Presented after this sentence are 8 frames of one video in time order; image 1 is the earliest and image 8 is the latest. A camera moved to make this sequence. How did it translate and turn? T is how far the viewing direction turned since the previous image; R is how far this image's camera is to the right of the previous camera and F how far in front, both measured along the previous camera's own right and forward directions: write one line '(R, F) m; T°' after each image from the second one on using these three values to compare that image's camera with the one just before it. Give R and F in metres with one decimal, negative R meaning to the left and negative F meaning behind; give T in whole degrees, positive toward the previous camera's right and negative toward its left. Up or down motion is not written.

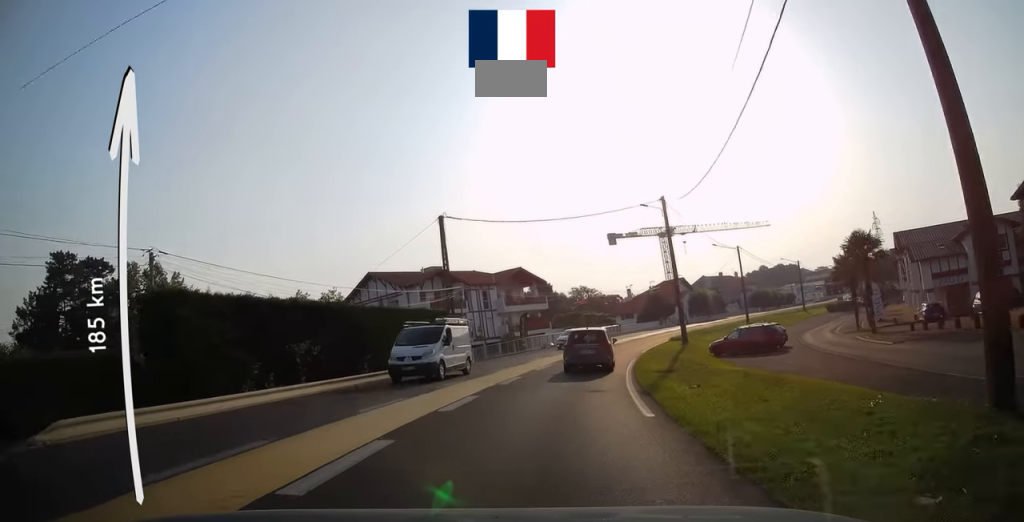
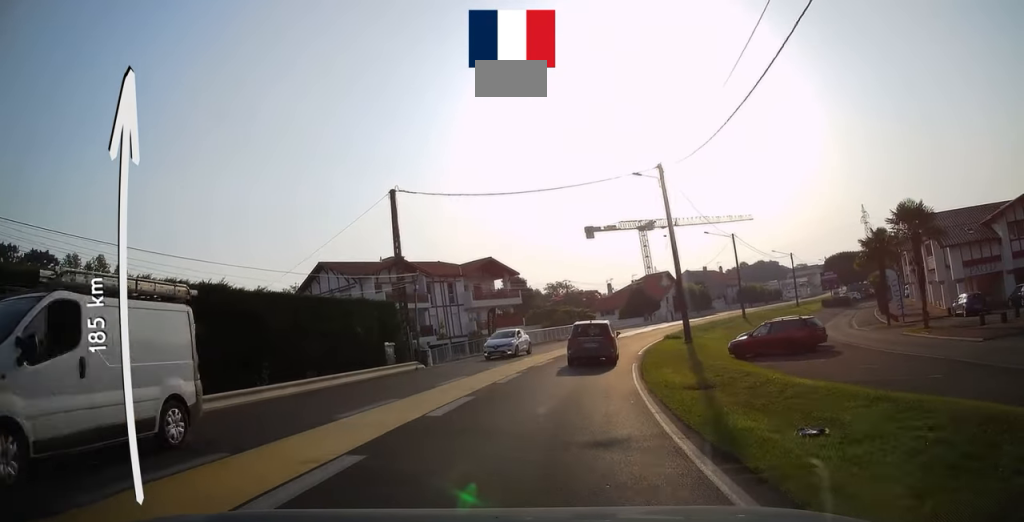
(+0.3, +7.7) m; +2°
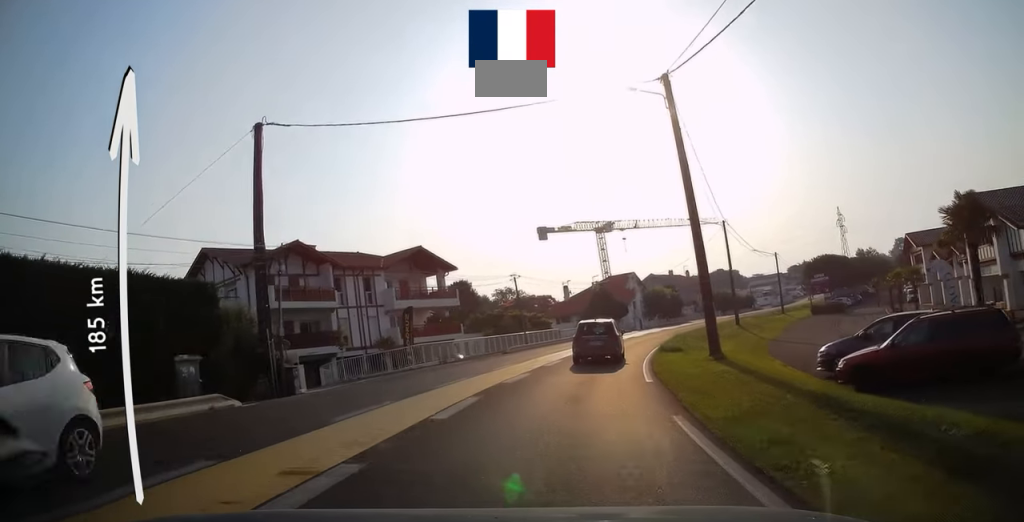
(+0.2, +13.5) m; +3°
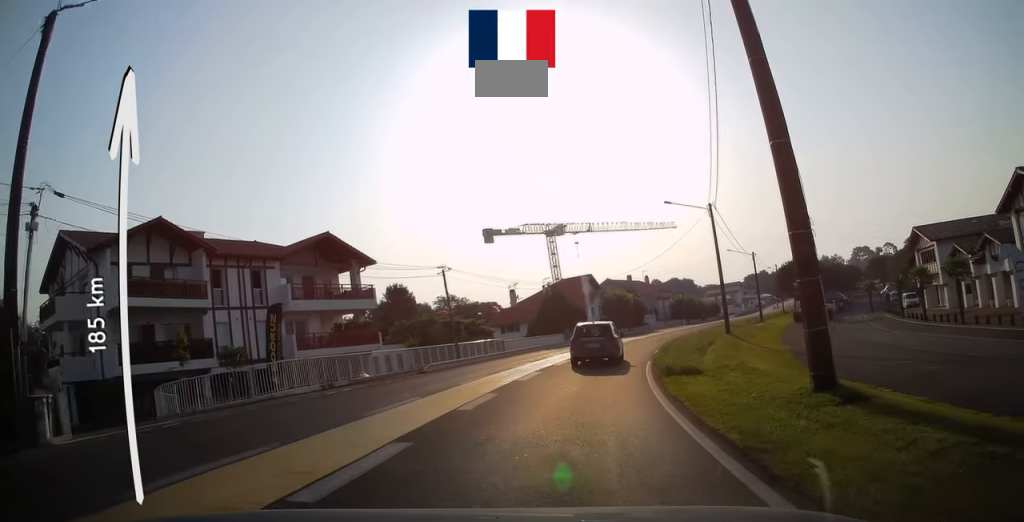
(+0.4, +11.2) m; +4°
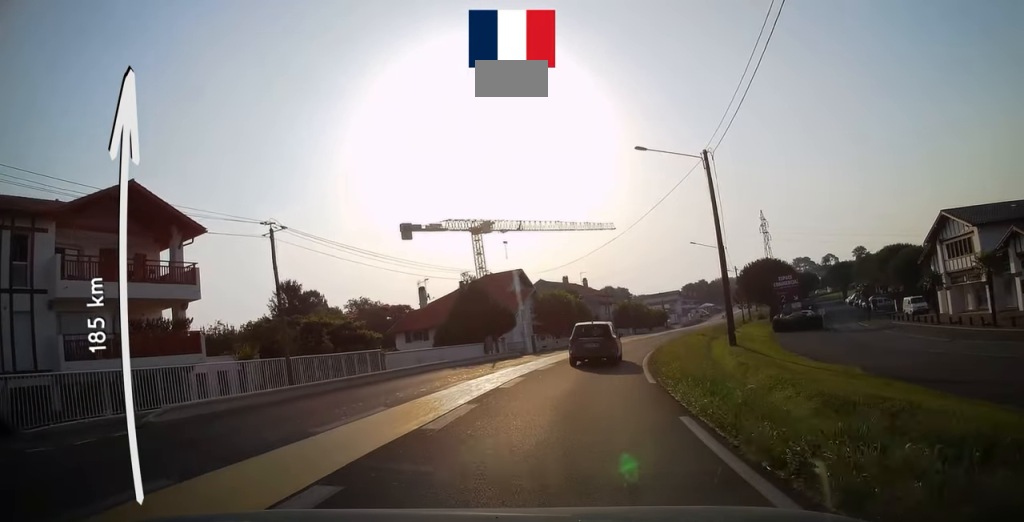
(+1.0, +15.2) m; +8°
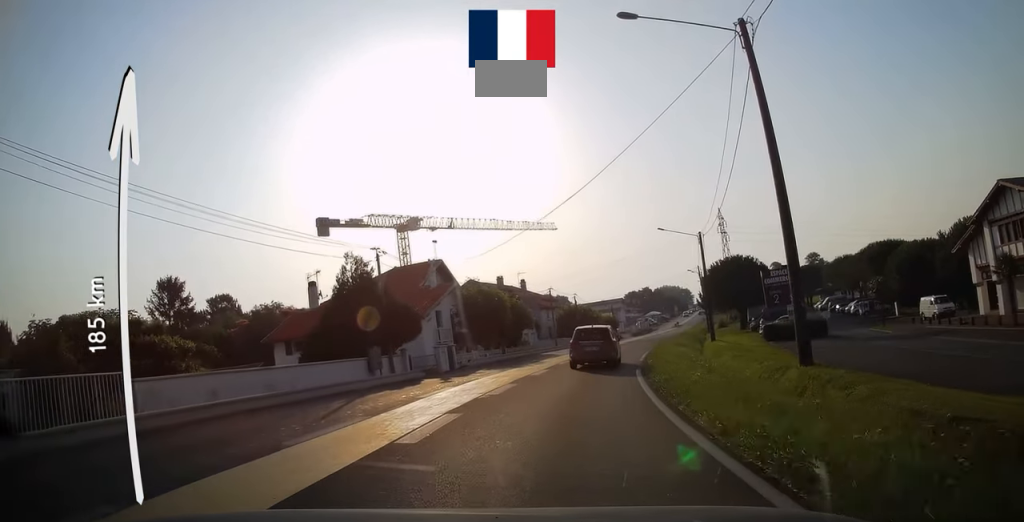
(+0.9, +13.7) m; +6°
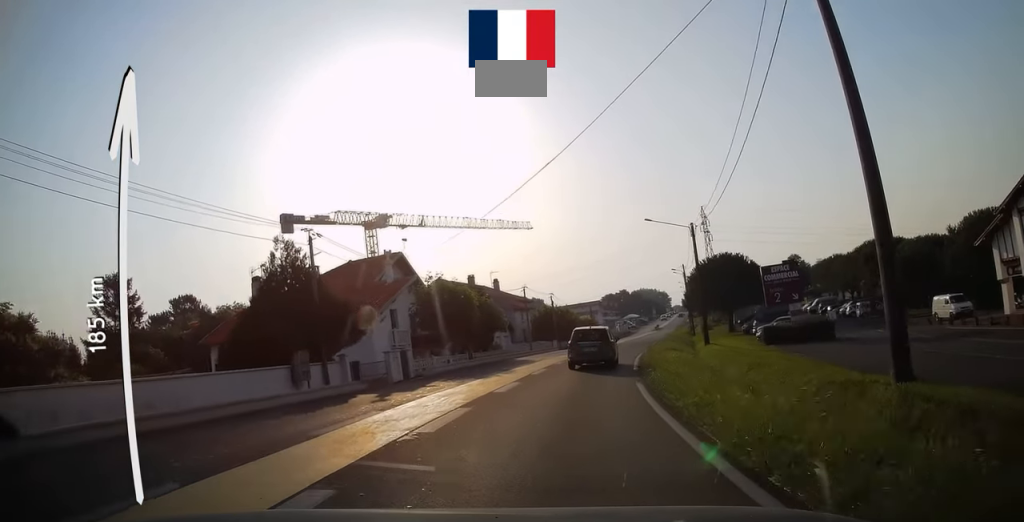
(0.0, +5.4) m; +2°
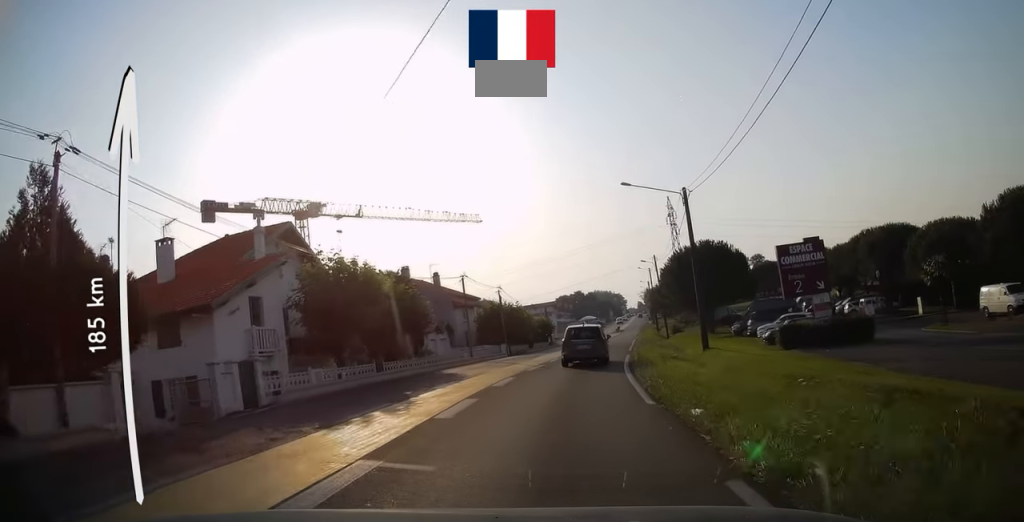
(+0.4, +11.5) m; +5°
